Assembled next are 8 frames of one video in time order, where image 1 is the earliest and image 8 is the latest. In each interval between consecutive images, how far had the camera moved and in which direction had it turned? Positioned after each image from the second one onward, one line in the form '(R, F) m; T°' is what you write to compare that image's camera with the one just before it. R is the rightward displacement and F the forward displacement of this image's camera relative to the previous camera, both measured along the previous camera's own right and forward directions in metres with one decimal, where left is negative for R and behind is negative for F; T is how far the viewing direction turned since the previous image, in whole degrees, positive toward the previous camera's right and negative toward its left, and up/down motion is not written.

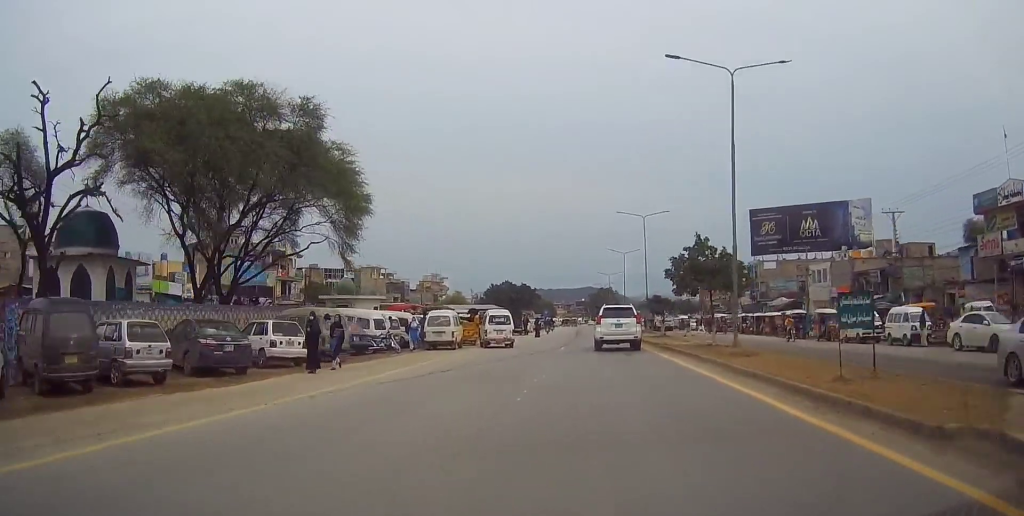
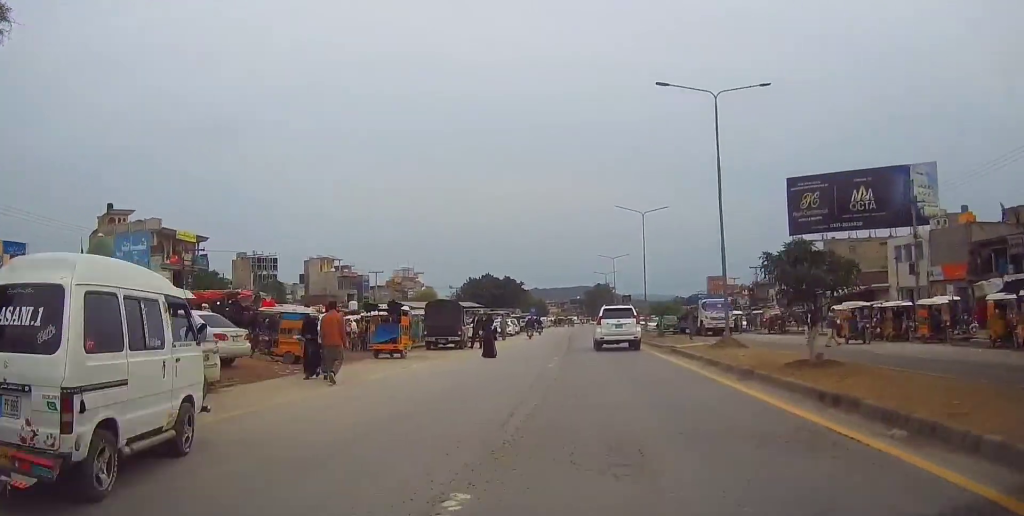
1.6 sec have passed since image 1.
(+0.1, +27.9) m; 0°
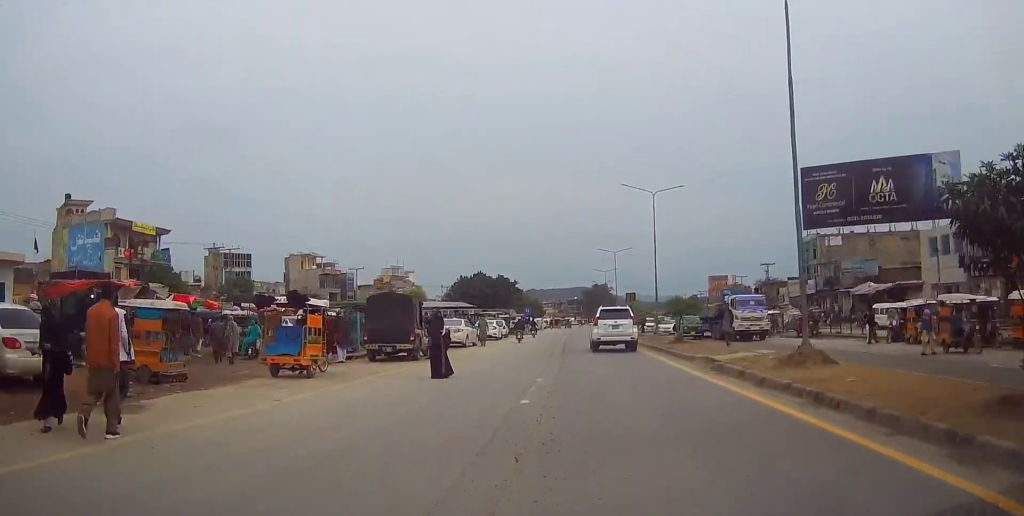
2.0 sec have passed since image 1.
(0.0, +7.9) m; 0°
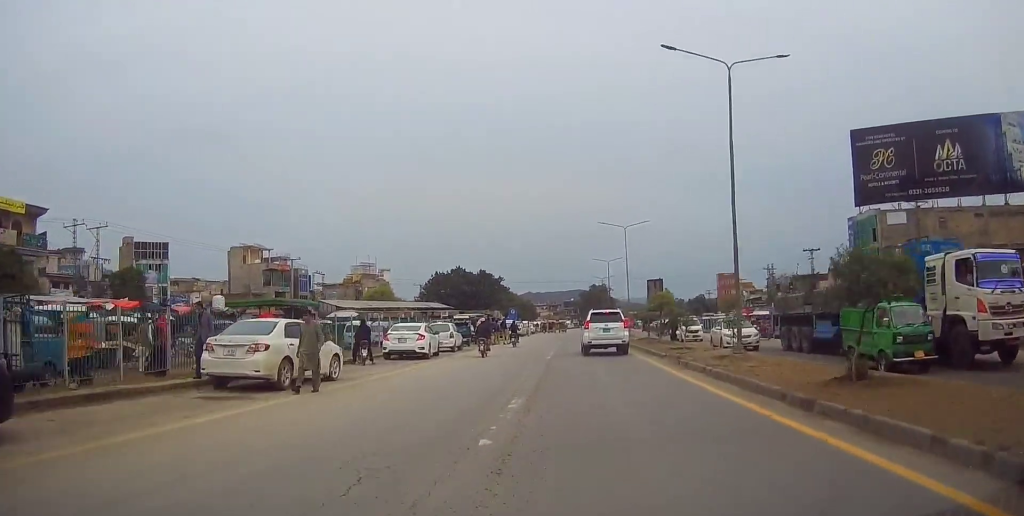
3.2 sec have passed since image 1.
(0.0, +21.4) m; 0°
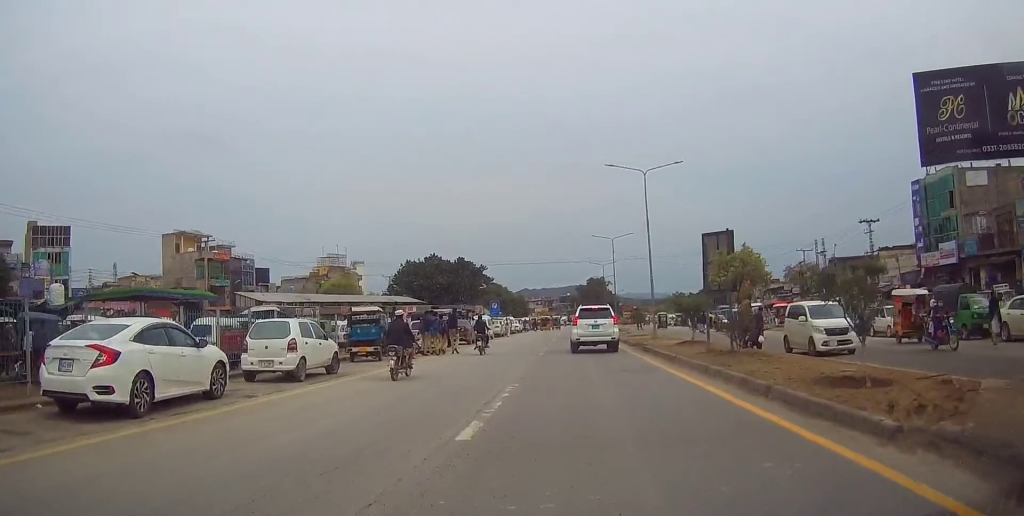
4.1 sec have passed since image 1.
(0.0, +18.2) m; 0°
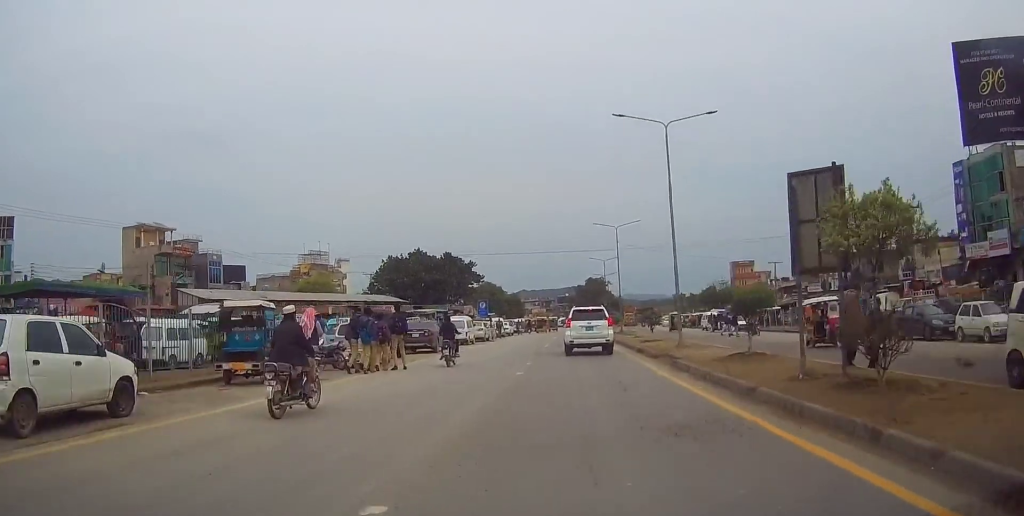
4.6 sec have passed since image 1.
(0.0, +9.0) m; 0°
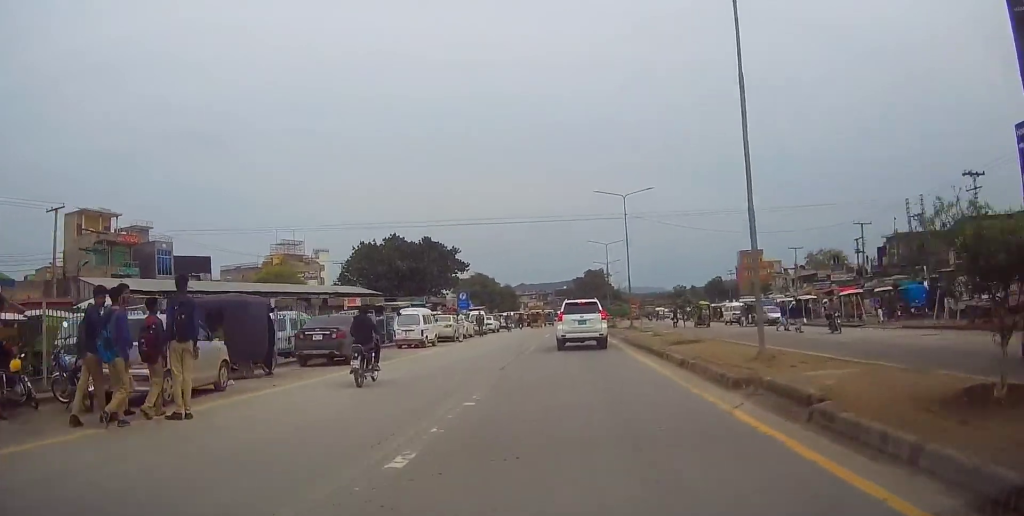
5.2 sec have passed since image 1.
(0.0, +11.2) m; 0°
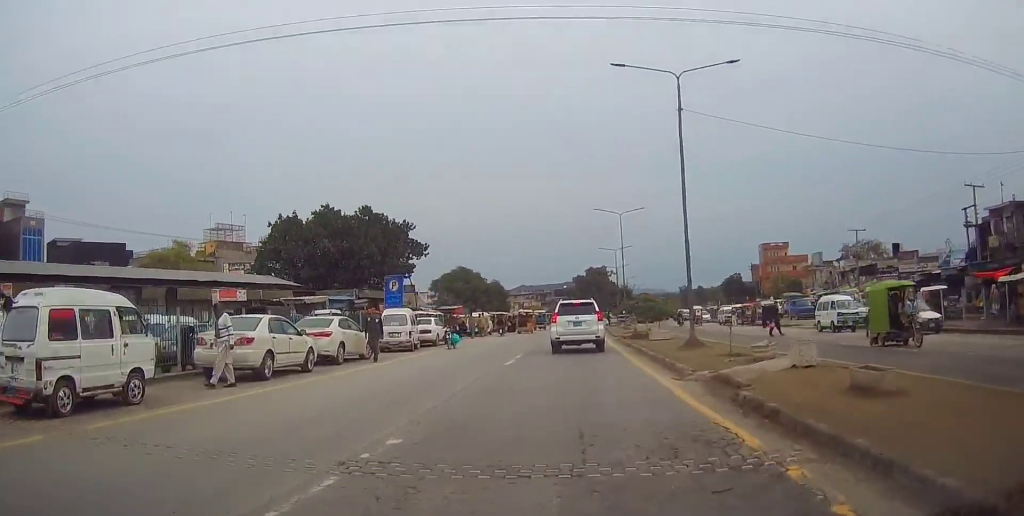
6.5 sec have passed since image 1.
(+0.1, +22.3) m; +1°
